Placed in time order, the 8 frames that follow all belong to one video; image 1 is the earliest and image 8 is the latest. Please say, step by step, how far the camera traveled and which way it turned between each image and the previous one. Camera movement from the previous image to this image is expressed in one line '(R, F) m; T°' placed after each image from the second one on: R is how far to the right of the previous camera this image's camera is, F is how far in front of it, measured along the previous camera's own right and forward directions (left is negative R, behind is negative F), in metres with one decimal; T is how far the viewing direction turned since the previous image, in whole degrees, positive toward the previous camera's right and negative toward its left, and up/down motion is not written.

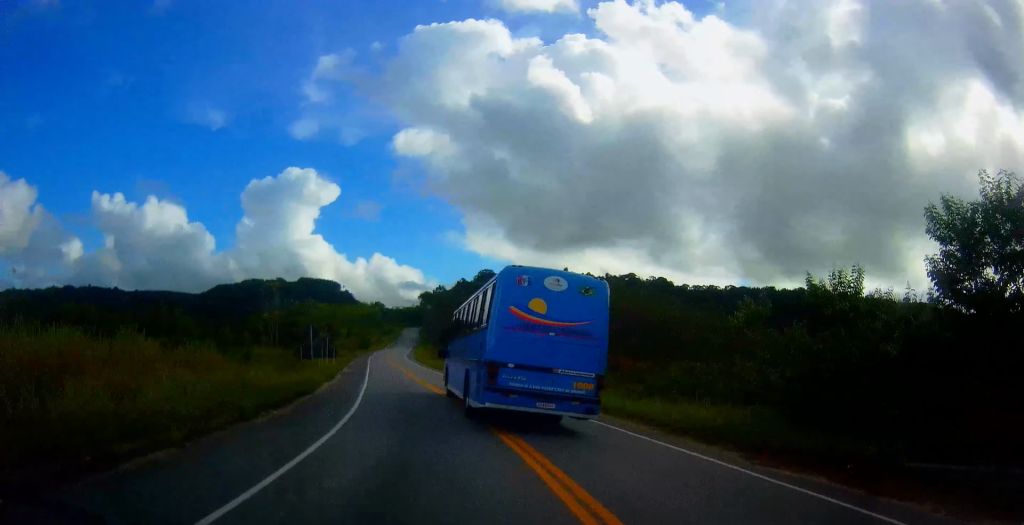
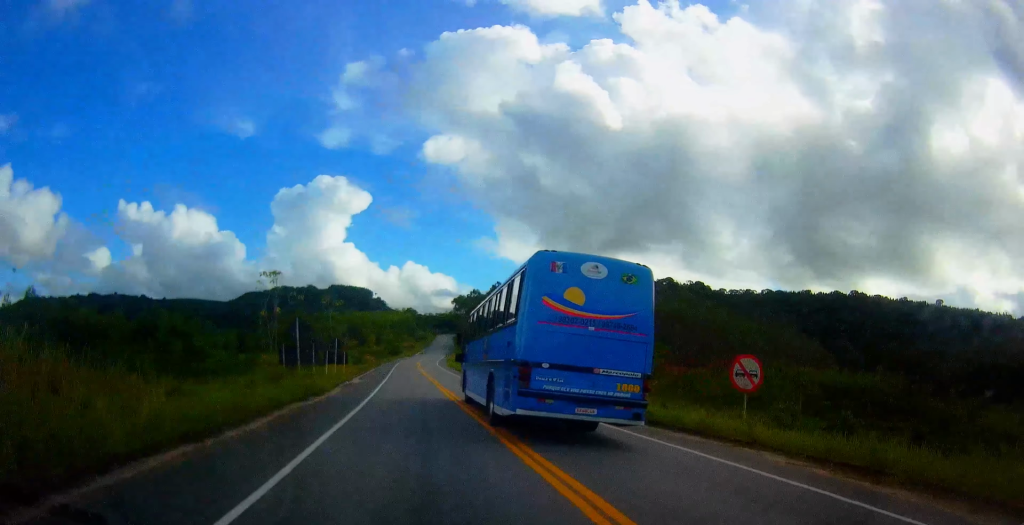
(-1.0, +10.9) m; -8°
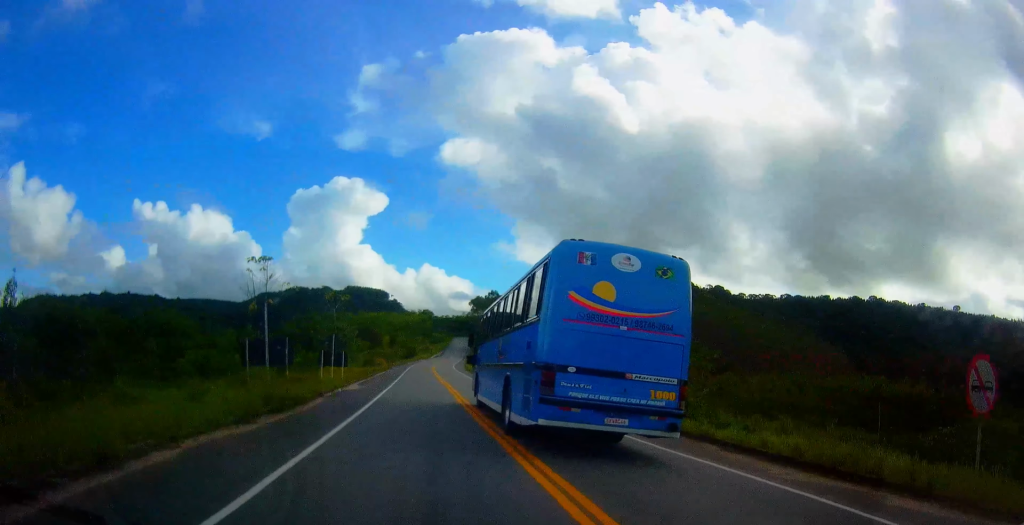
(-0.3, +7.0) m; -3°
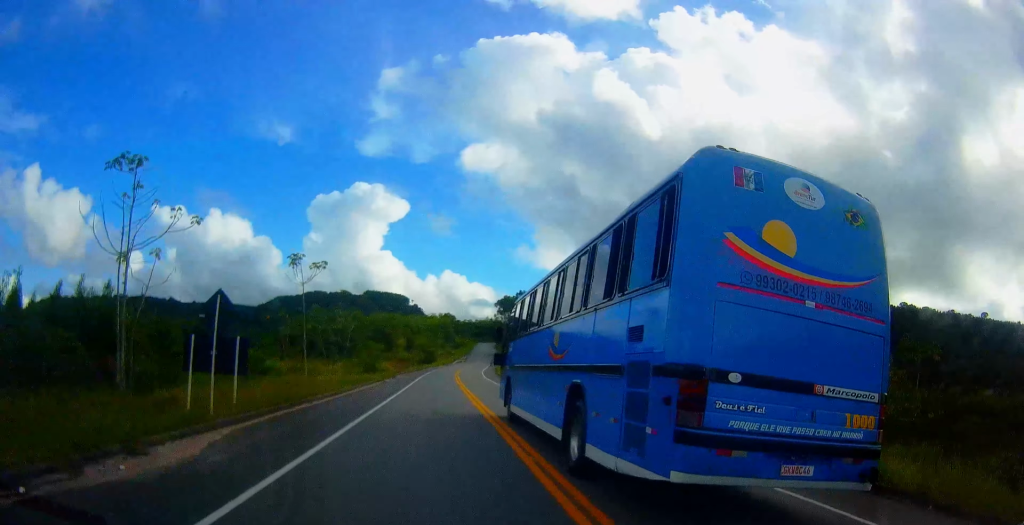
(-1.6, +21.4) m; -8°
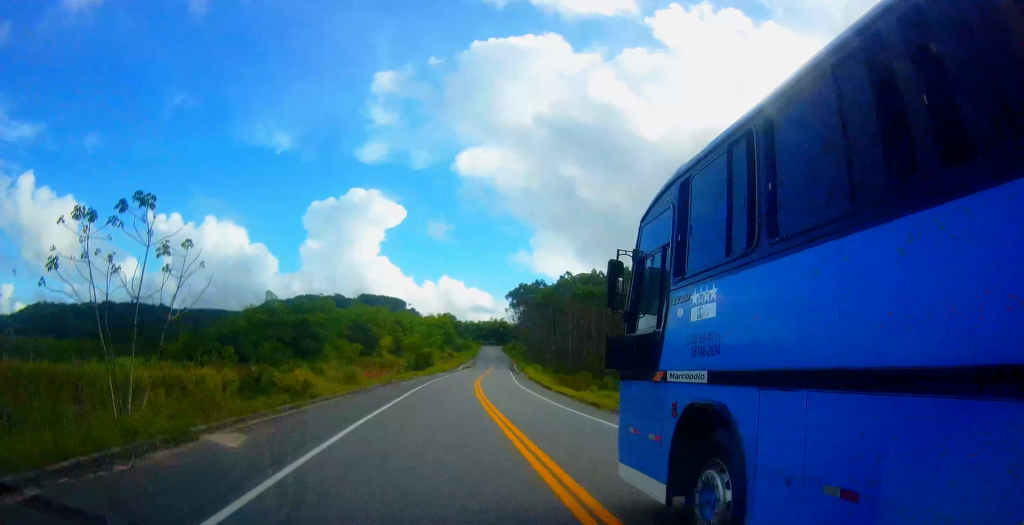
(-2.2, +40.3) m; -4°
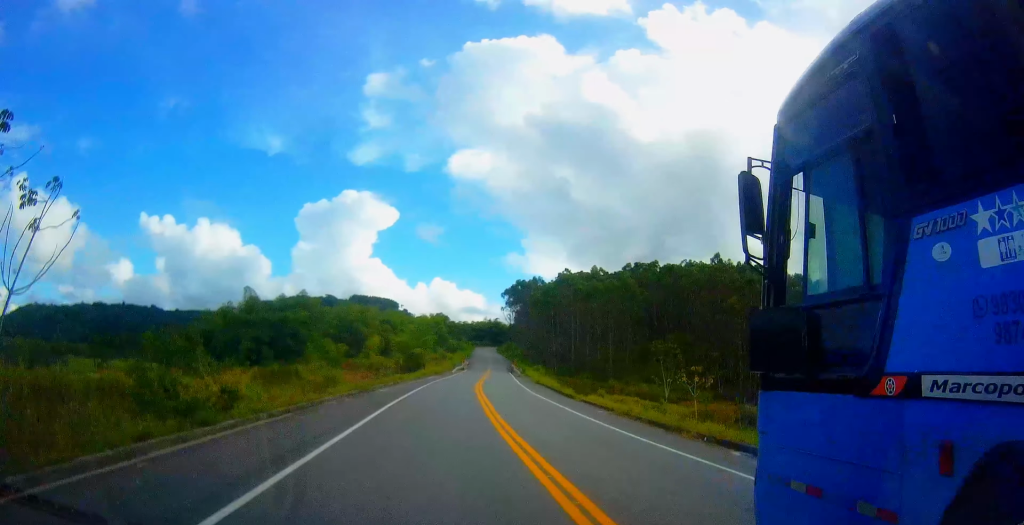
(0.0, +9.0) m; 0°
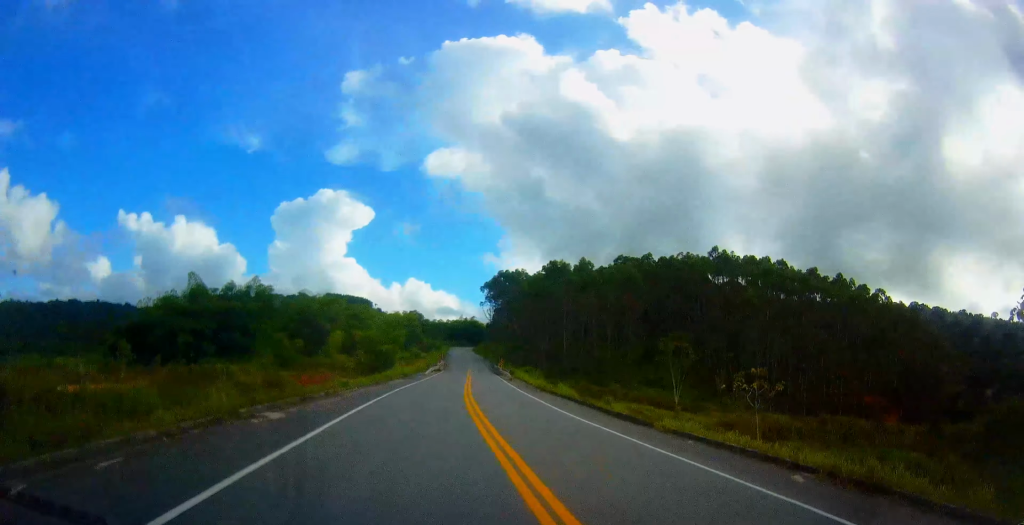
(-0.1, +15.2) m; 0°
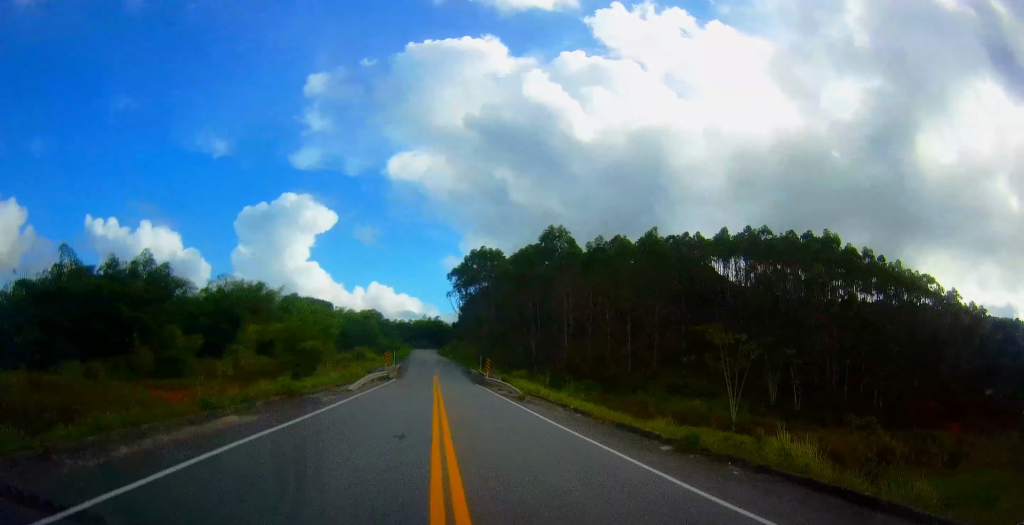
(+0.3, +28.2) m; +2°
